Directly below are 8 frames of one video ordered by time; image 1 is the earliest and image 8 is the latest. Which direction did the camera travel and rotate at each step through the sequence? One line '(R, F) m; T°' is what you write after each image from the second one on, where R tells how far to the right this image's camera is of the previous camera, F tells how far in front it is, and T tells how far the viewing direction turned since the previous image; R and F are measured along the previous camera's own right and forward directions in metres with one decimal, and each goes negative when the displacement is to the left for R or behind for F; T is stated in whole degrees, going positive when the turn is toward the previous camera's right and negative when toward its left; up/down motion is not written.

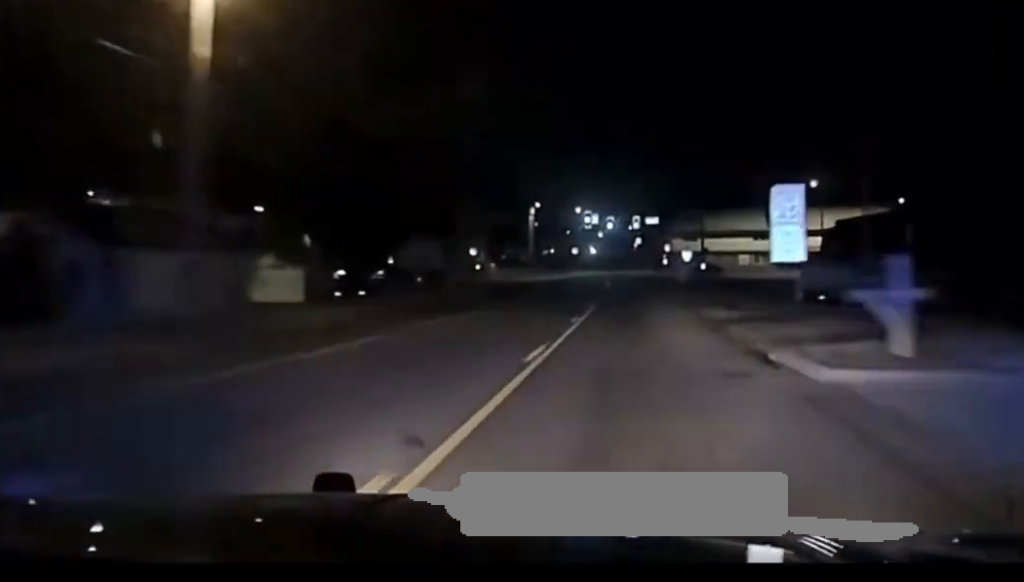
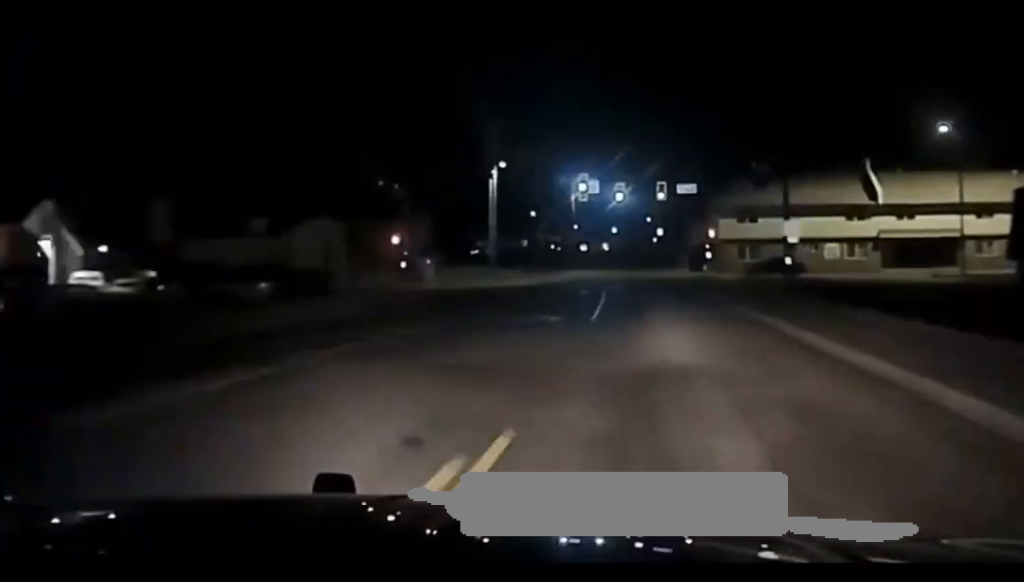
(-0.6, +41.2) m; -1°
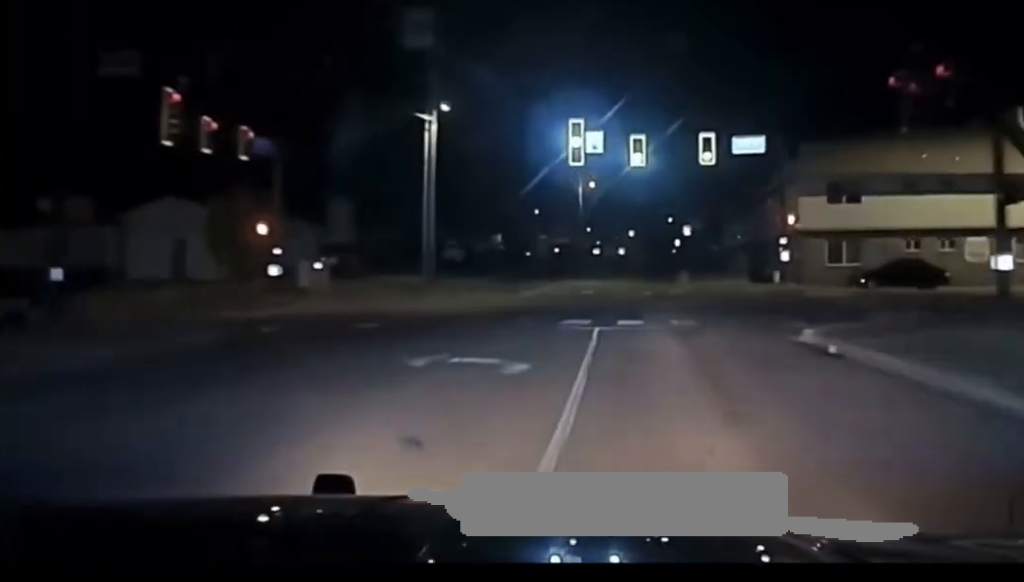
(+0.3, +28.1) m; +13°
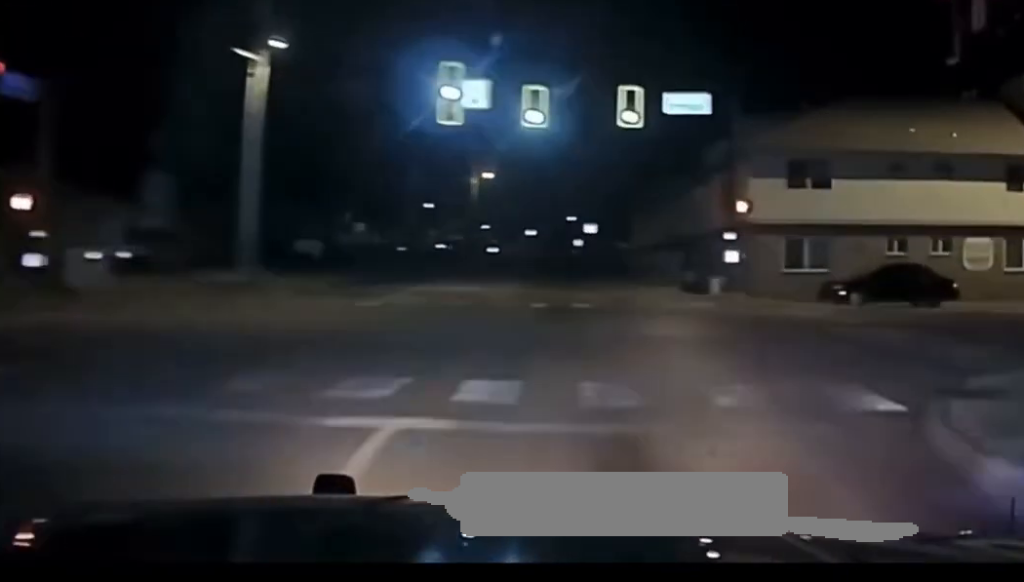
(+2.0, +10.4) m; +25°
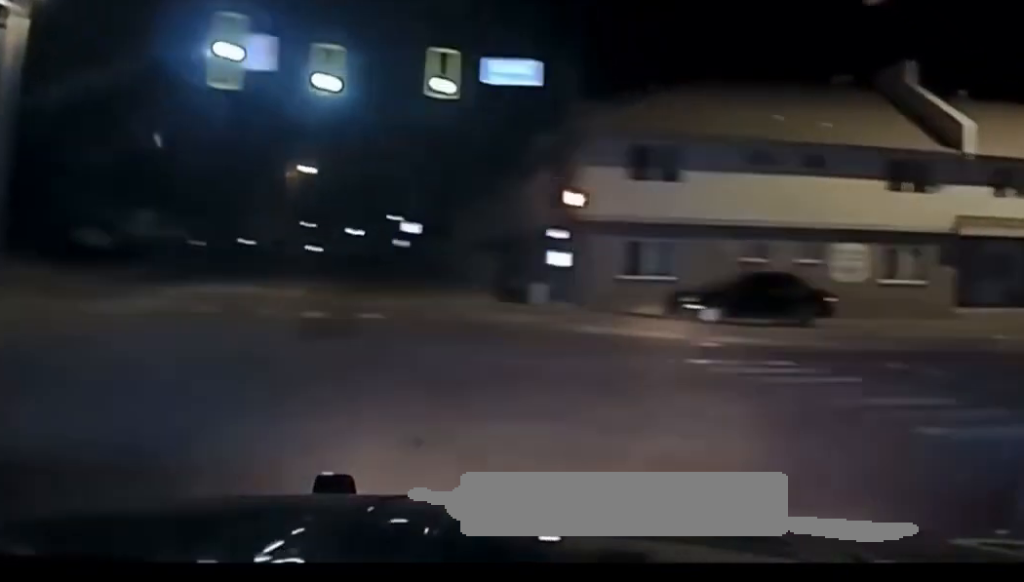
(+0.4, +5.8) m; +19°
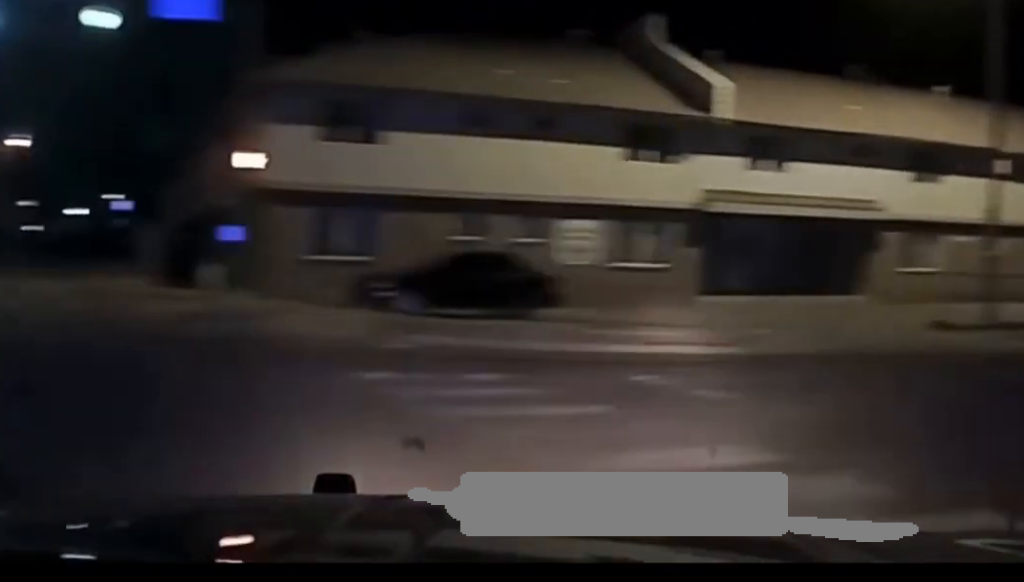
(+1.4, +5.6) m; +11°
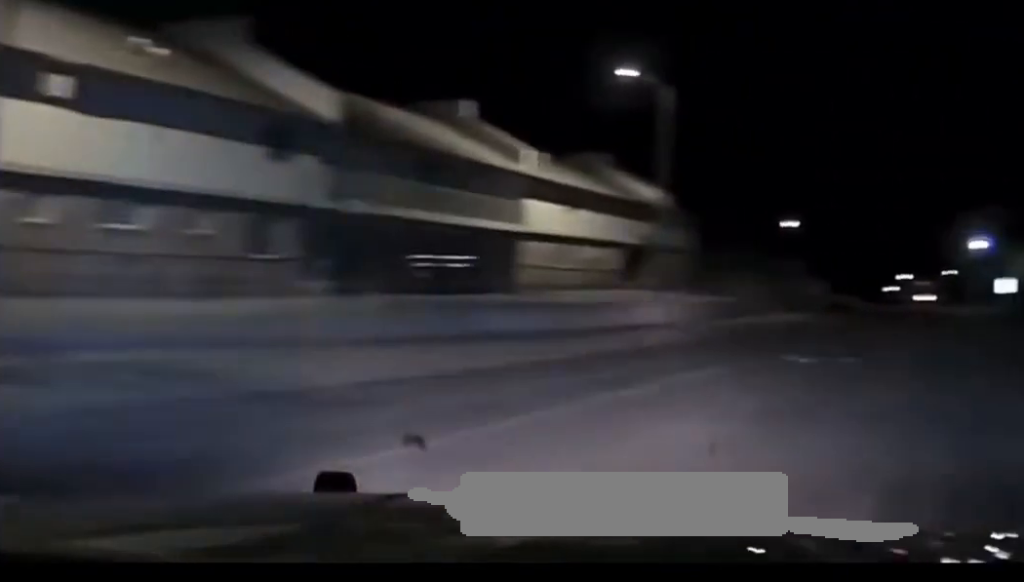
(+4.3, +17.0) m; +22°
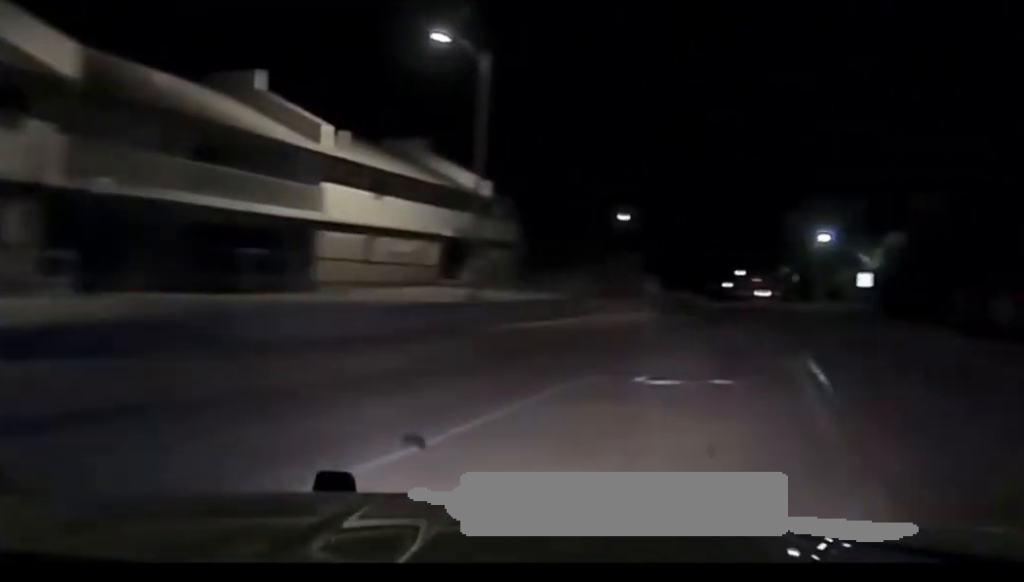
(+0.4, +7.8) m; +4°
